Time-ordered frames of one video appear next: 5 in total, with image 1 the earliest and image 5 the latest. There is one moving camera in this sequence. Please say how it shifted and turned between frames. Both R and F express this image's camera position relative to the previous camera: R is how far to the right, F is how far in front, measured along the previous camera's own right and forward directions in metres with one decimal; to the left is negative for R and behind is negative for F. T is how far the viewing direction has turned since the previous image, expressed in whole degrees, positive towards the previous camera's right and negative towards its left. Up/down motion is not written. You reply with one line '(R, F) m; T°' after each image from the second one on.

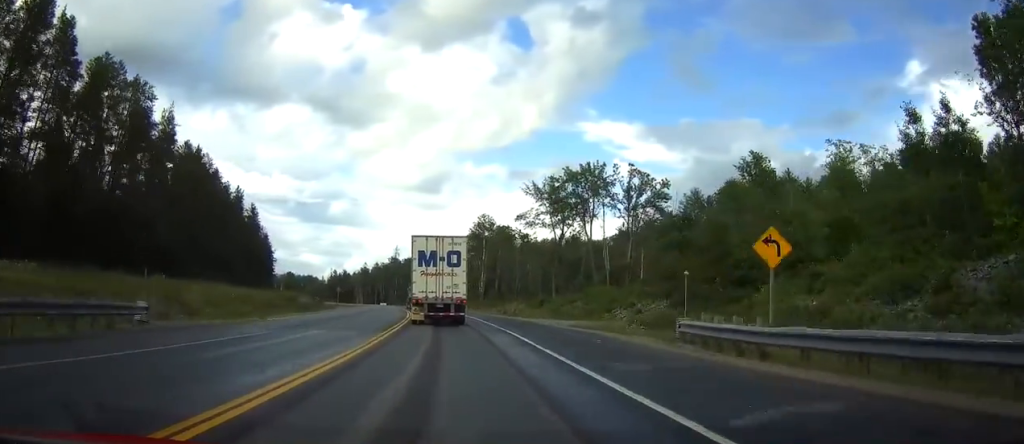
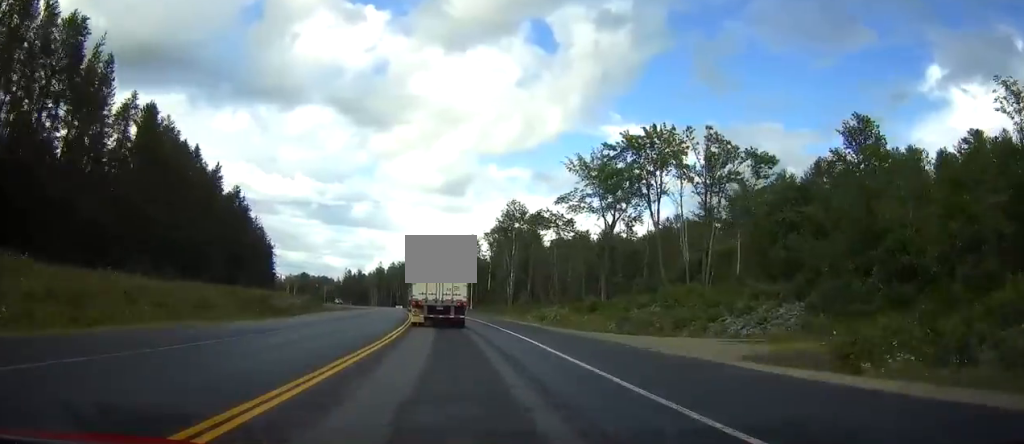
(-0.1, +22.7) m; -2°
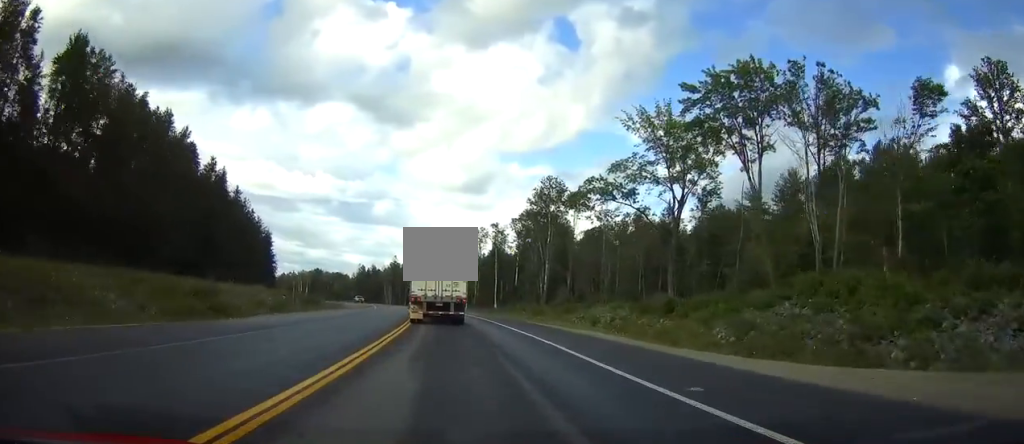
(-0.4, +21.0) m; -2°
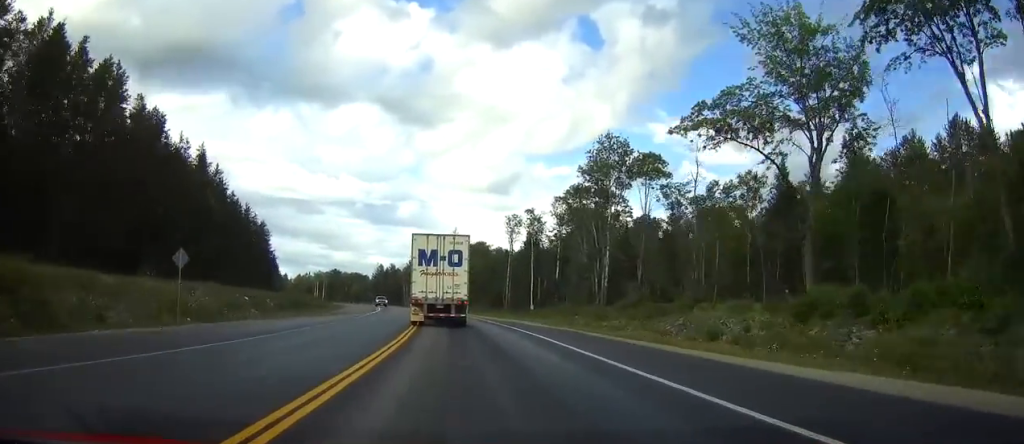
(-0.6, +24.9) m; -2°
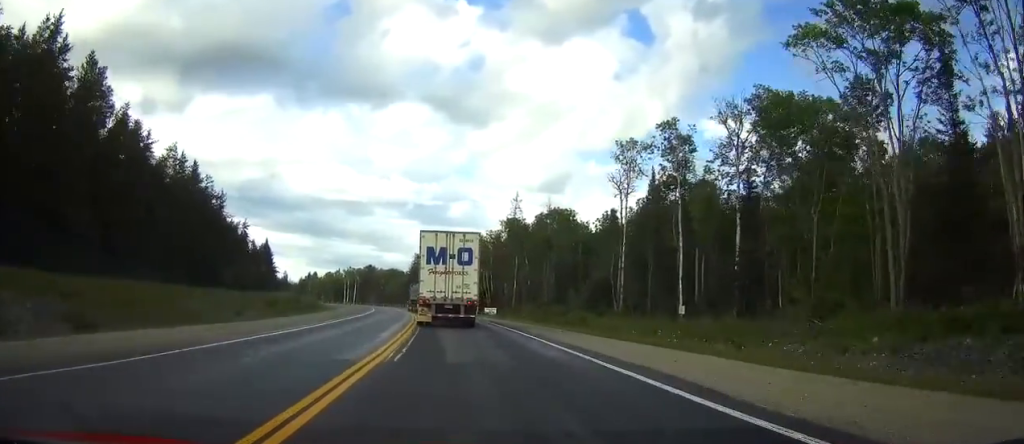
(-1.3, +61.1) m; -3°
